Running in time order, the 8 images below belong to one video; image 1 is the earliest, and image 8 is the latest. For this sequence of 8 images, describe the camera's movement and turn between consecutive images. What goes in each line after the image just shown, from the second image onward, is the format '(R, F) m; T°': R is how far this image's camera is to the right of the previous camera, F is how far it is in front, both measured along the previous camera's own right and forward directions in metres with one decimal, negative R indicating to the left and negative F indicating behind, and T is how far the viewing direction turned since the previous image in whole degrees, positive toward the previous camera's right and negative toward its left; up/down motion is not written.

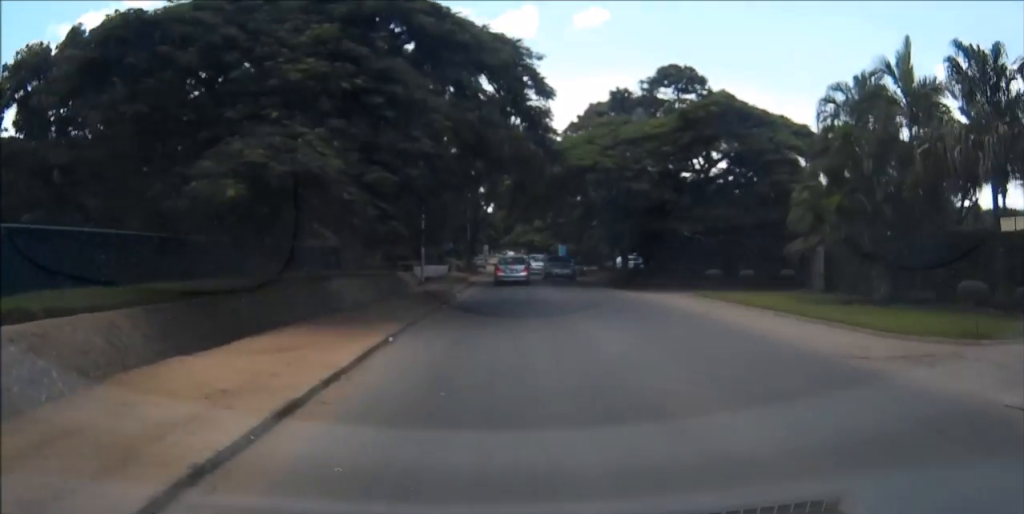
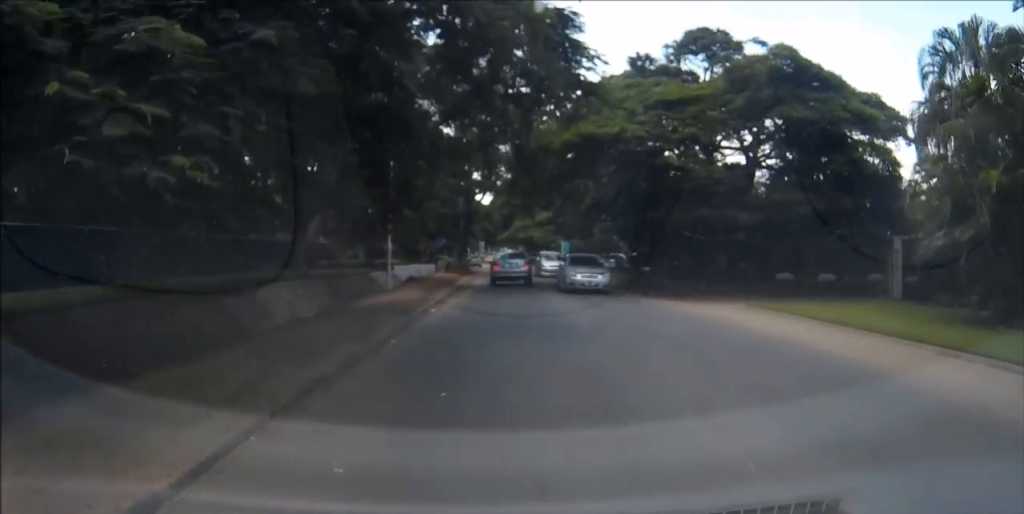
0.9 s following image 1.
(-0.1, +8.9) m; -1°
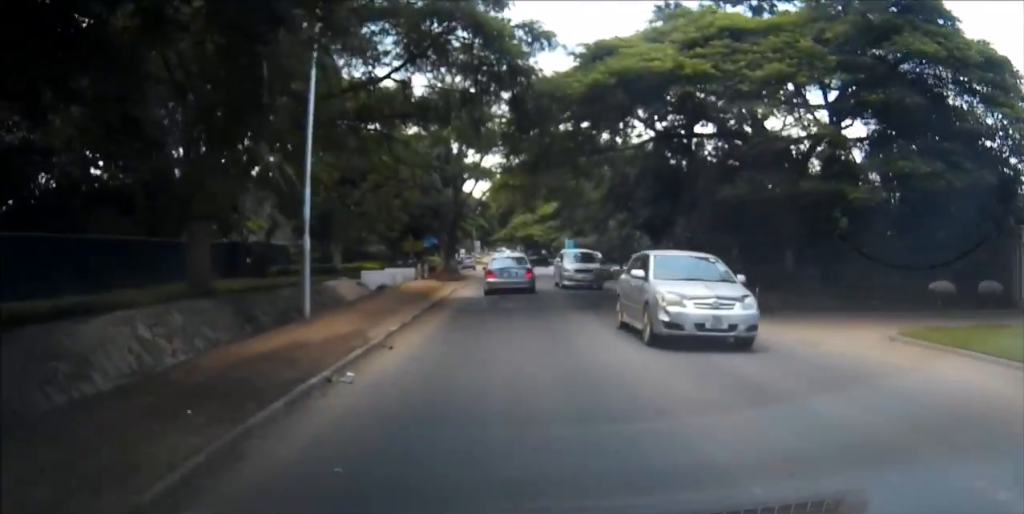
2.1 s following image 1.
(-0.1, +9.5) m; -2°
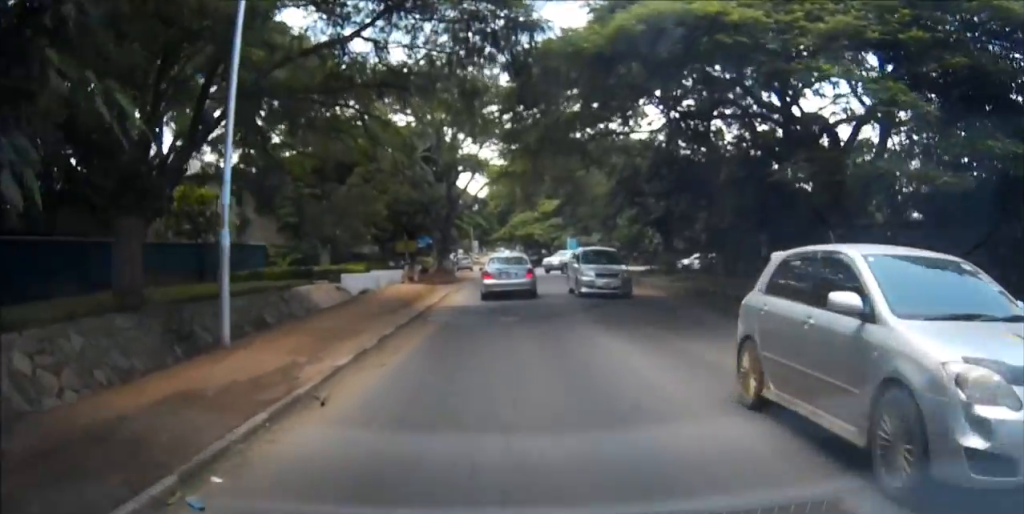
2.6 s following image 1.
(0.0, +4.0) m; -2°
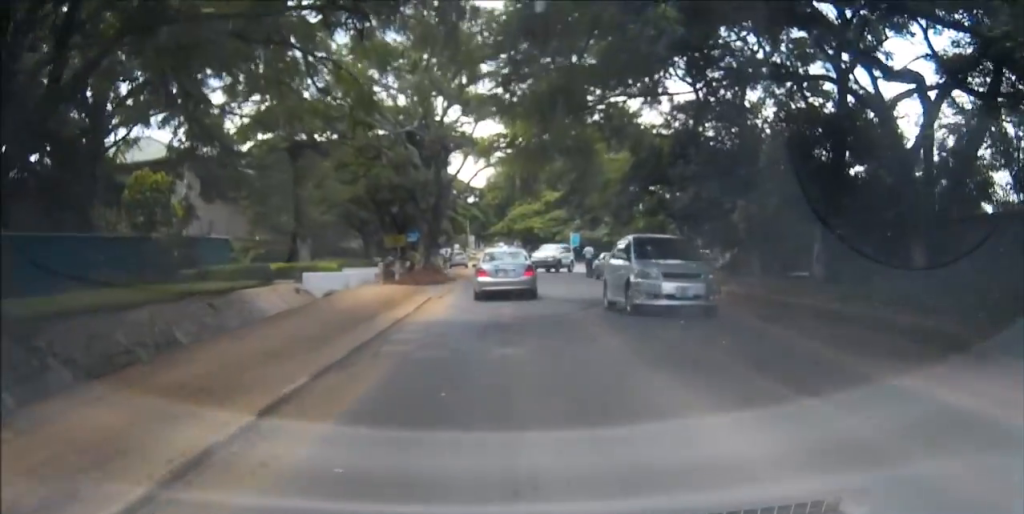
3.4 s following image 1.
(-0.2, +5.1) m; -3°
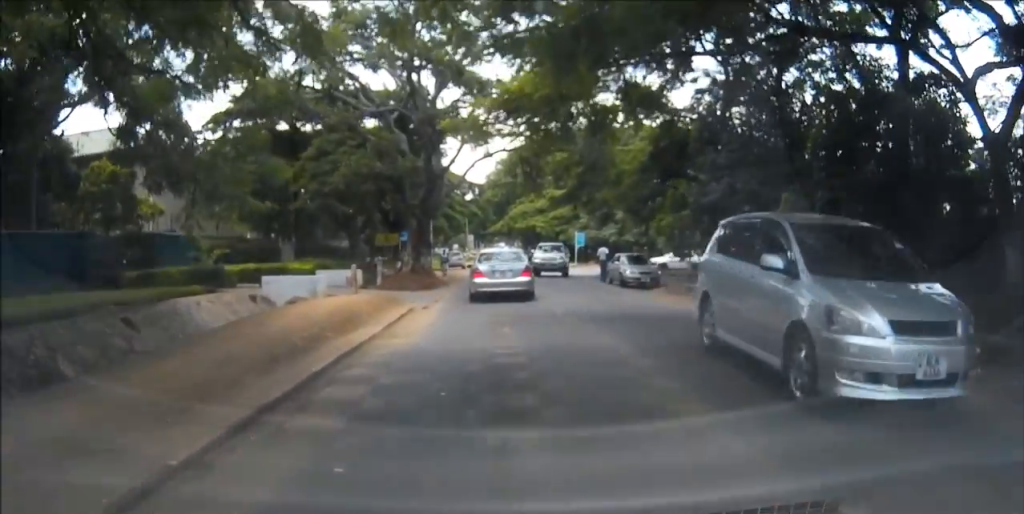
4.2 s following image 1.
(-0.1, +4.2) m; -1°
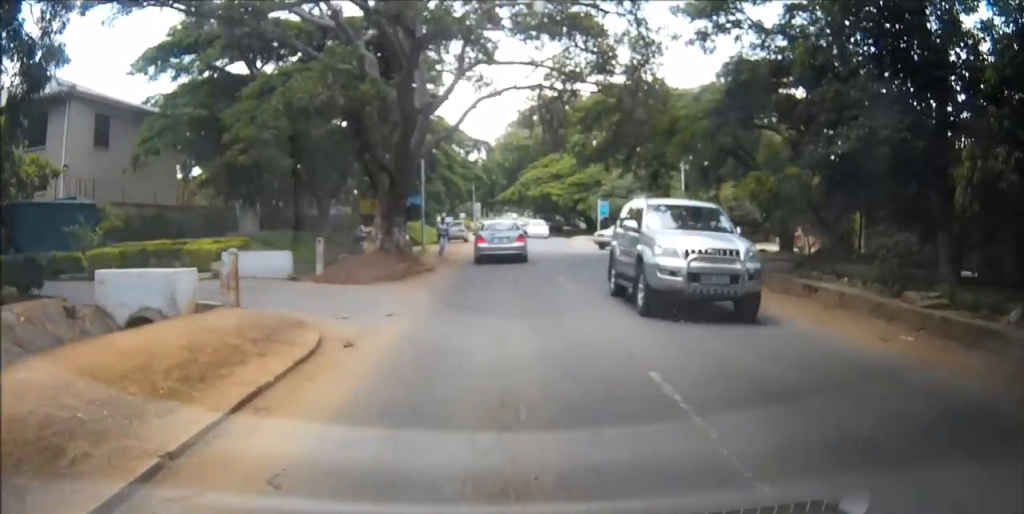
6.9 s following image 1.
(+0.3, +9.3) m; +6°
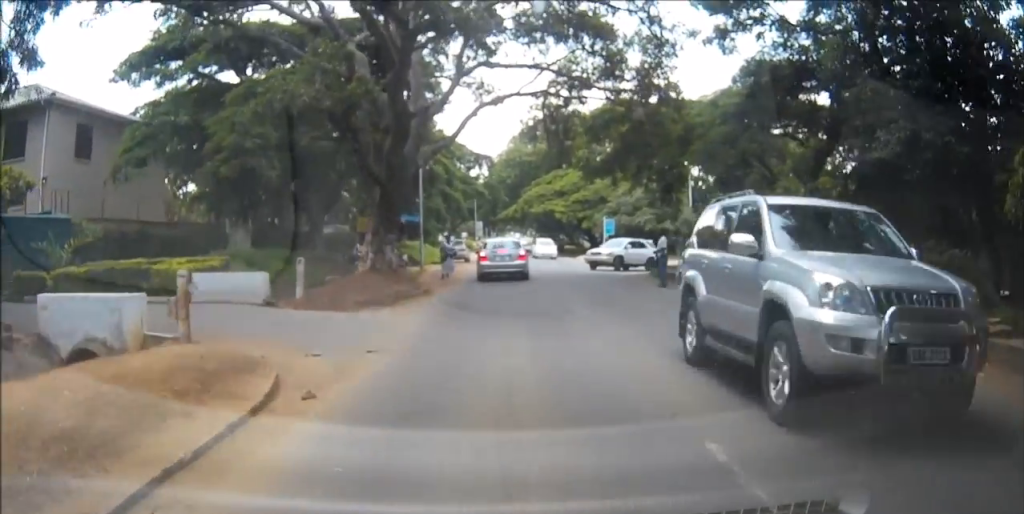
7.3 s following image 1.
(0.0, +1.7) m; +2°
